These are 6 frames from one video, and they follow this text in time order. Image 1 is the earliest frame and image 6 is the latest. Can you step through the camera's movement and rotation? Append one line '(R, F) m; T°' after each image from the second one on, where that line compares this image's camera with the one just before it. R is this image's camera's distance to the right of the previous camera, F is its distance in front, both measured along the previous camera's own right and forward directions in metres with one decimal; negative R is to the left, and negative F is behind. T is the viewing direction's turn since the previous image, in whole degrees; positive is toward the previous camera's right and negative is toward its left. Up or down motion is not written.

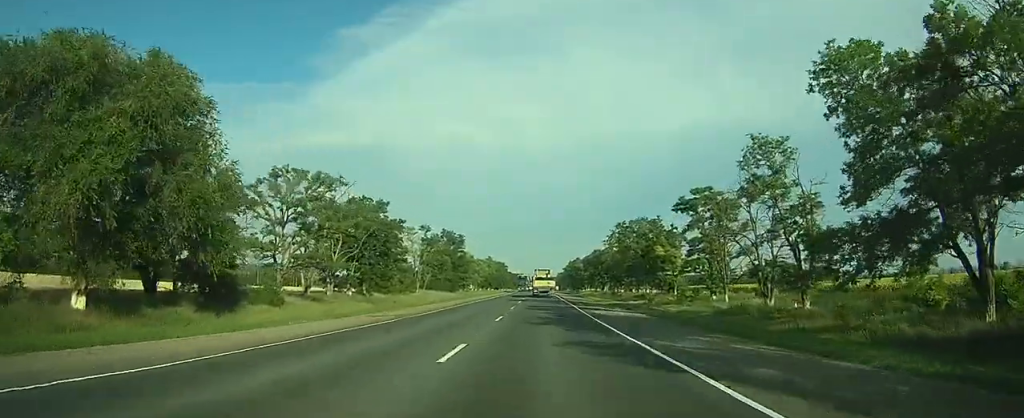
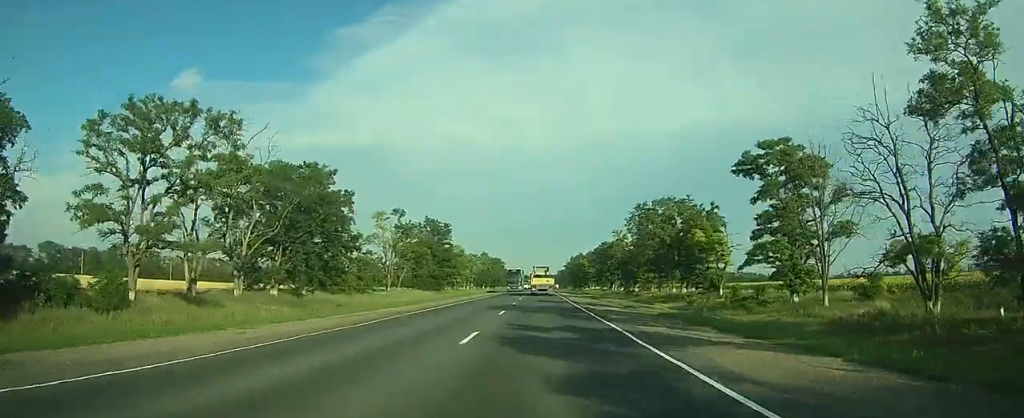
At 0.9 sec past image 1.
(0.0, +21.3) m; 0°
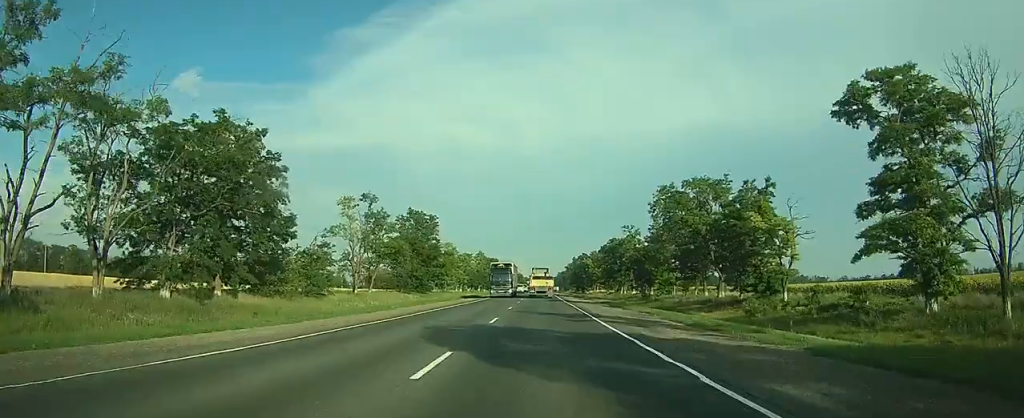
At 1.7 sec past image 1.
(0.0, +16.6) m; 0°
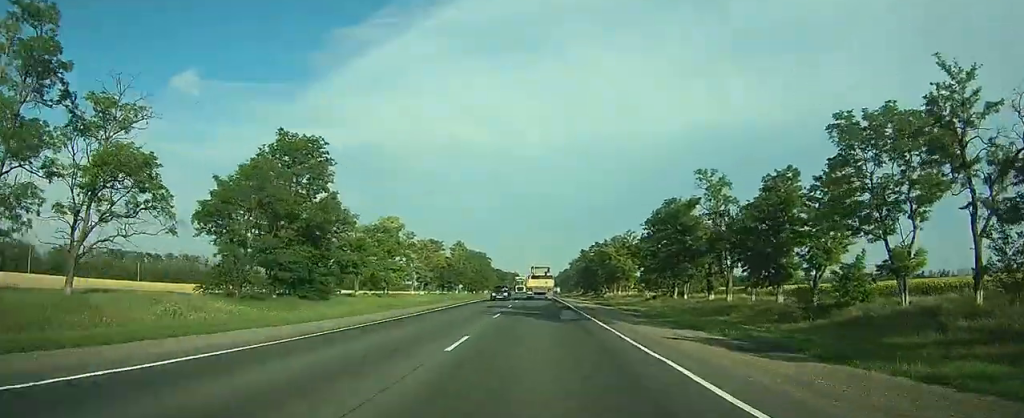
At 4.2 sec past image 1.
(0.0, +56.9) m; 0°
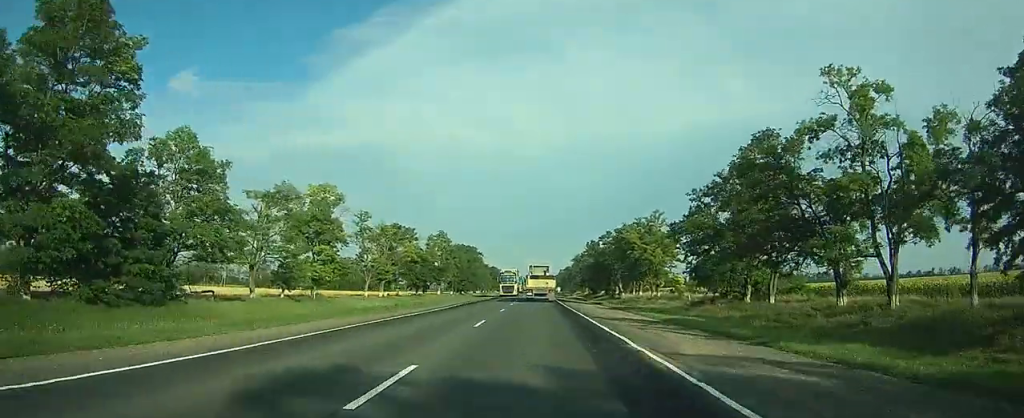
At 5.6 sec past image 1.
(+0.2, +30.3) m; 0°
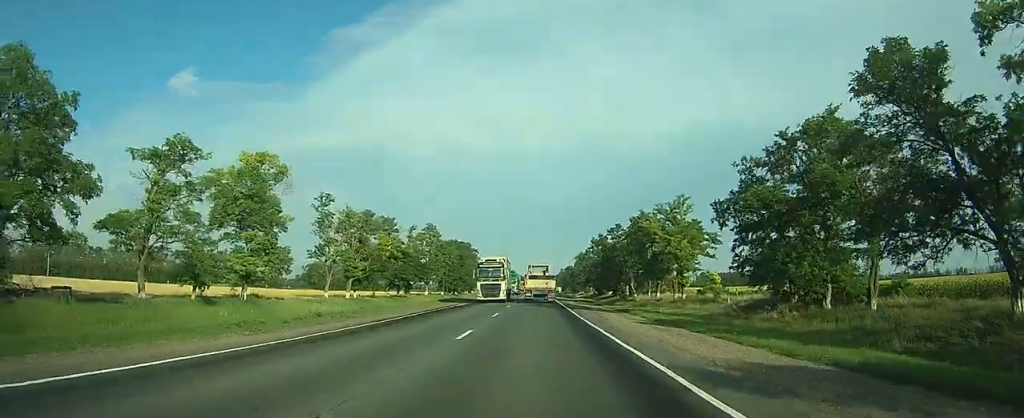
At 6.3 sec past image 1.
(0.0, +16.0) m; 0°
